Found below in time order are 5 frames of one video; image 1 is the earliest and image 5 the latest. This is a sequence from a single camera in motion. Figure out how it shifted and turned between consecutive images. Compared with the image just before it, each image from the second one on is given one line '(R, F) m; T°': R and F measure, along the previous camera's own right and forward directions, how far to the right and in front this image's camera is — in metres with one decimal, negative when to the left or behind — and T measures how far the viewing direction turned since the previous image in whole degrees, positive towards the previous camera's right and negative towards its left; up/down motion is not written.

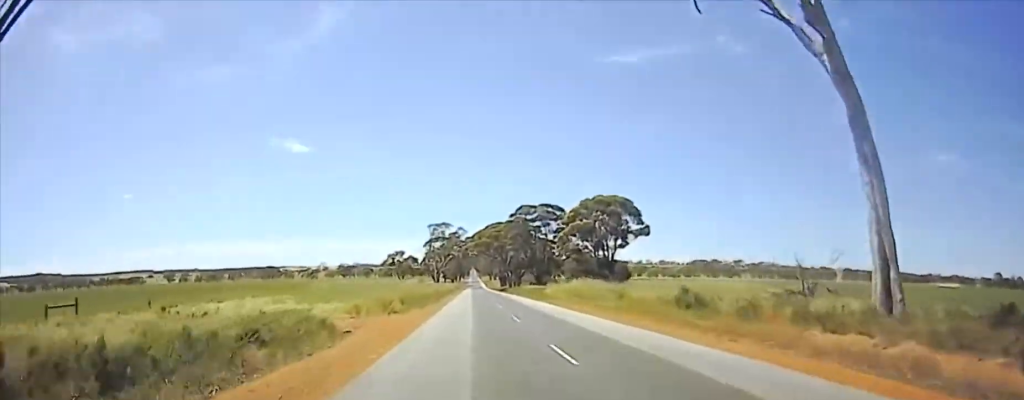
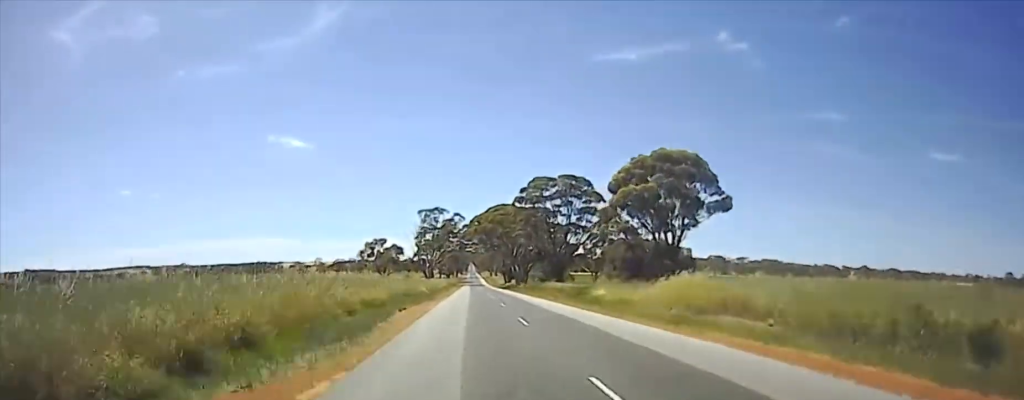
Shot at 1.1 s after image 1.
(-0.3, +20.6) m; -3°
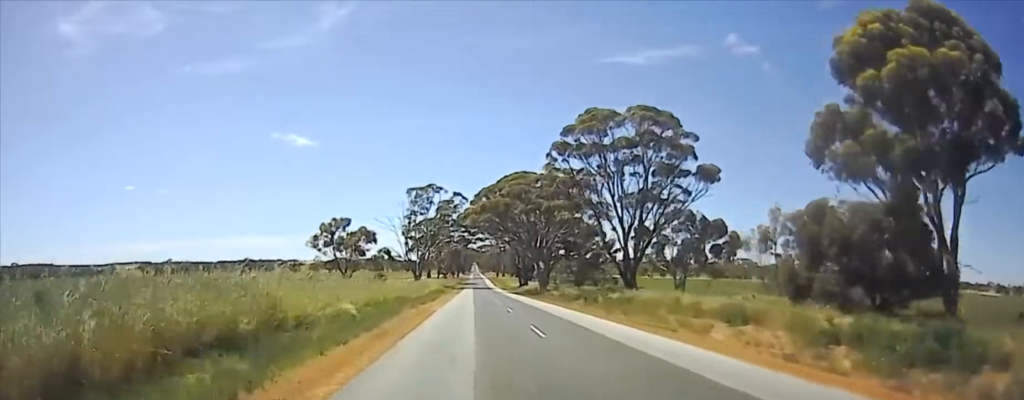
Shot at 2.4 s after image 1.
(-0.7, +29.2) m; +1°
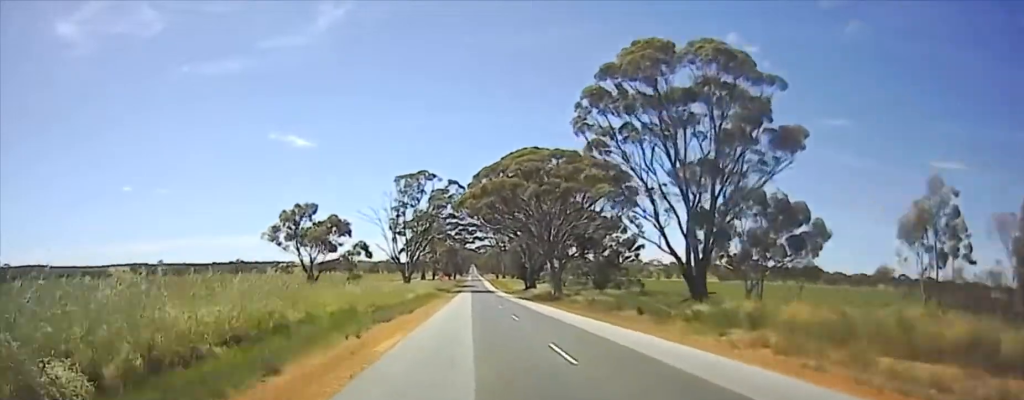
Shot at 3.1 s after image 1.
(+0.7, +15.2) m; +2°
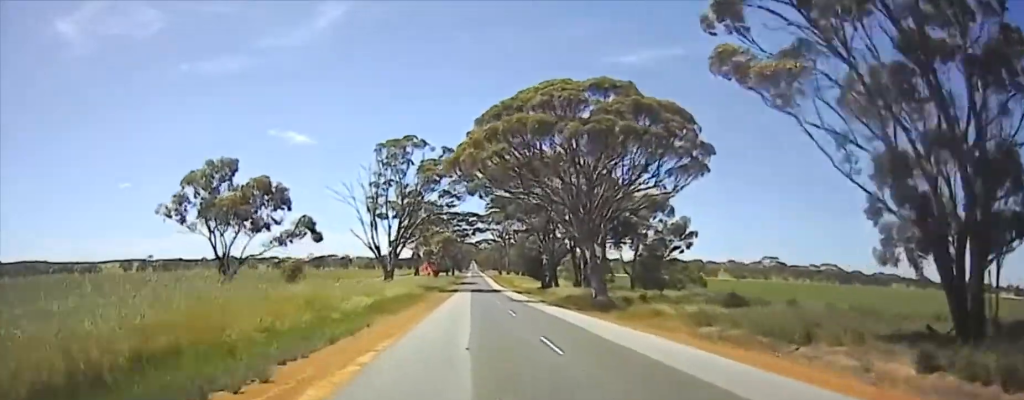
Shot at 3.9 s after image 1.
(+0.3, +20.9) m; +1°
